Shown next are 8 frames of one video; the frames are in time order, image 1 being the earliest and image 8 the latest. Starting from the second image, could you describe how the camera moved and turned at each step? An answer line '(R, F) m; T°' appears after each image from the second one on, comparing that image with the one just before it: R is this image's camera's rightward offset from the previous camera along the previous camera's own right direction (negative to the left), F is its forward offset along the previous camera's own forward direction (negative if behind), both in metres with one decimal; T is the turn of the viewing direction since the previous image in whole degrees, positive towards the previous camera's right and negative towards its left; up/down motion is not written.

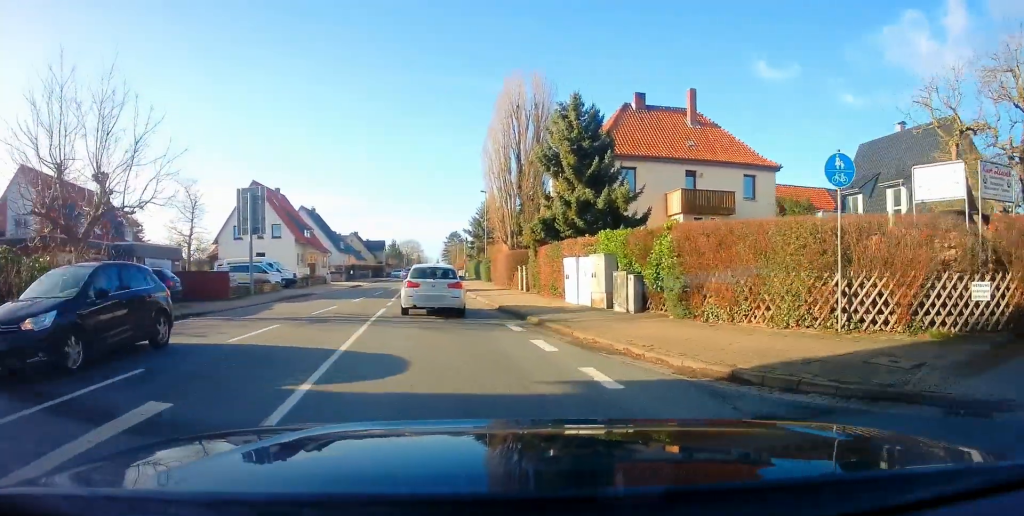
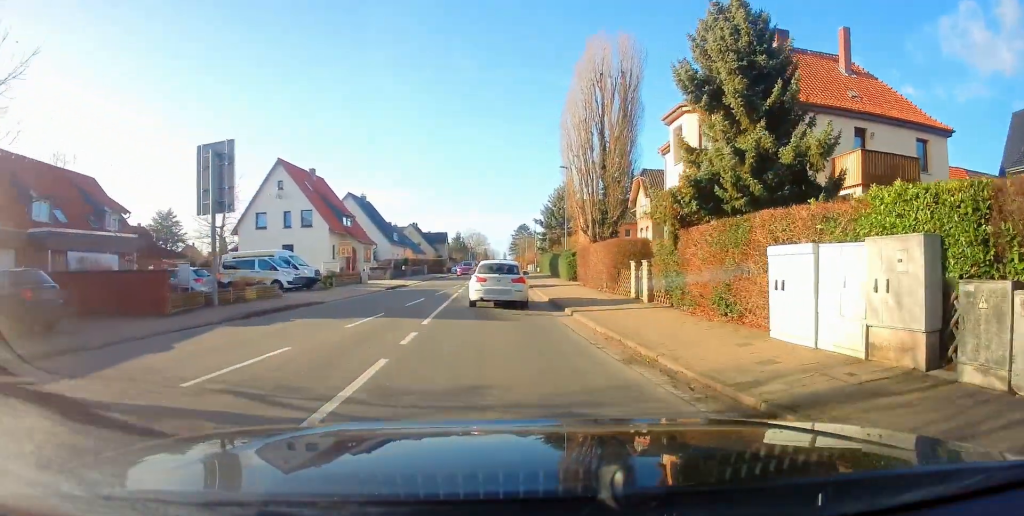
(-1.0, +10.5) m; -6°
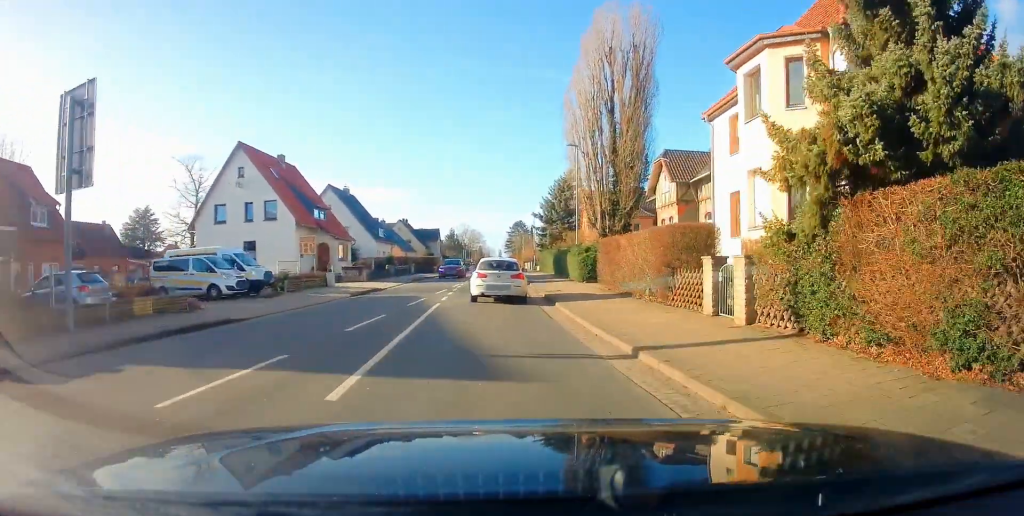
(-0.1, +7.1) m; -1°
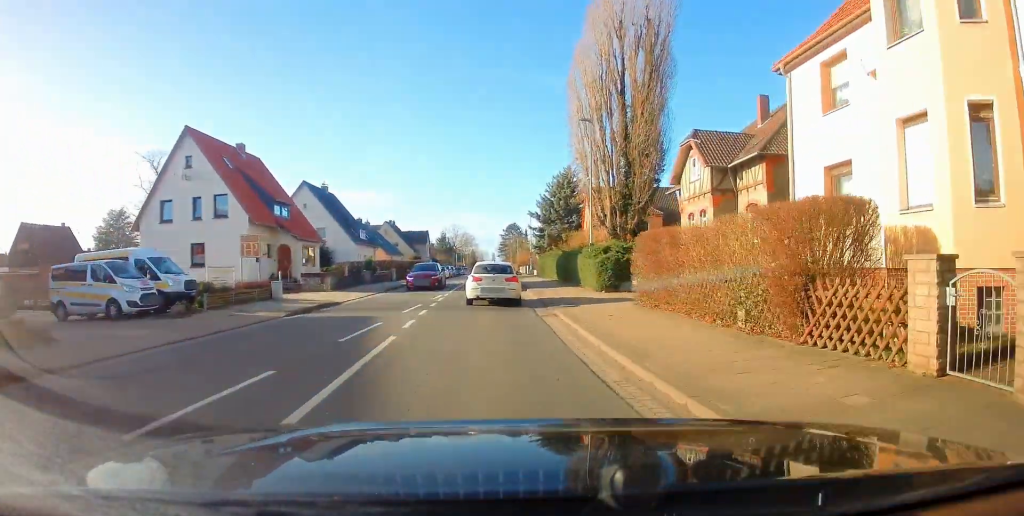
(-0.1, +6.9) m; 0°
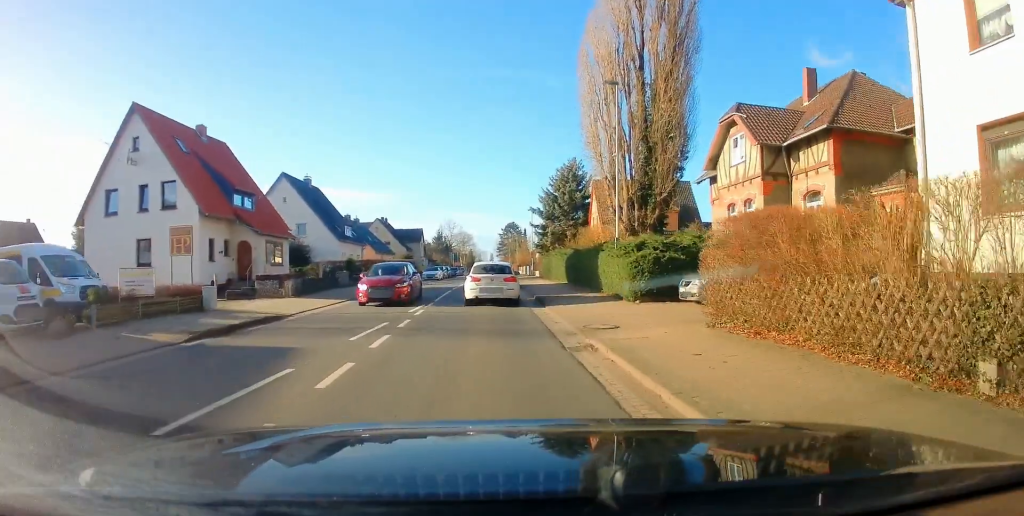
(0.0, +5.7) m; 0°
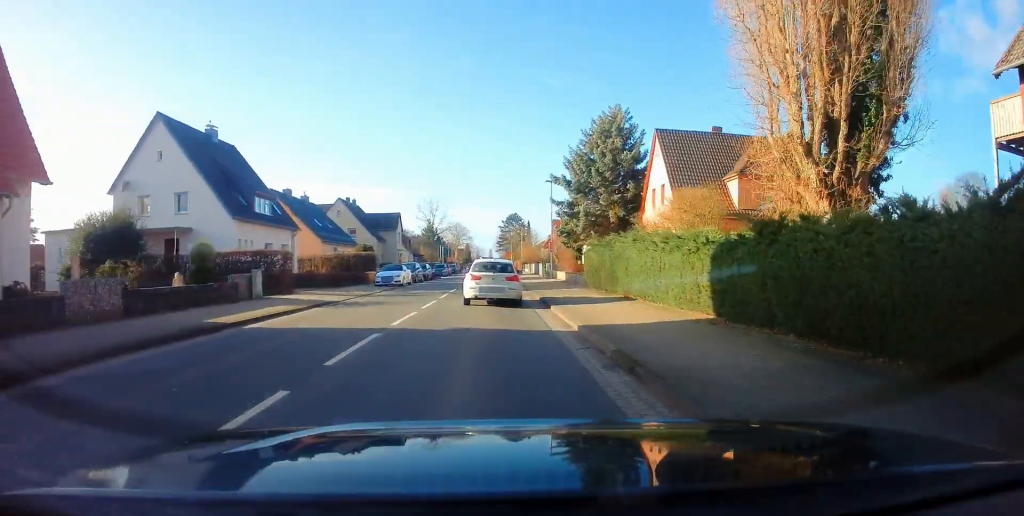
(+0.9, +22.7) m; 0°
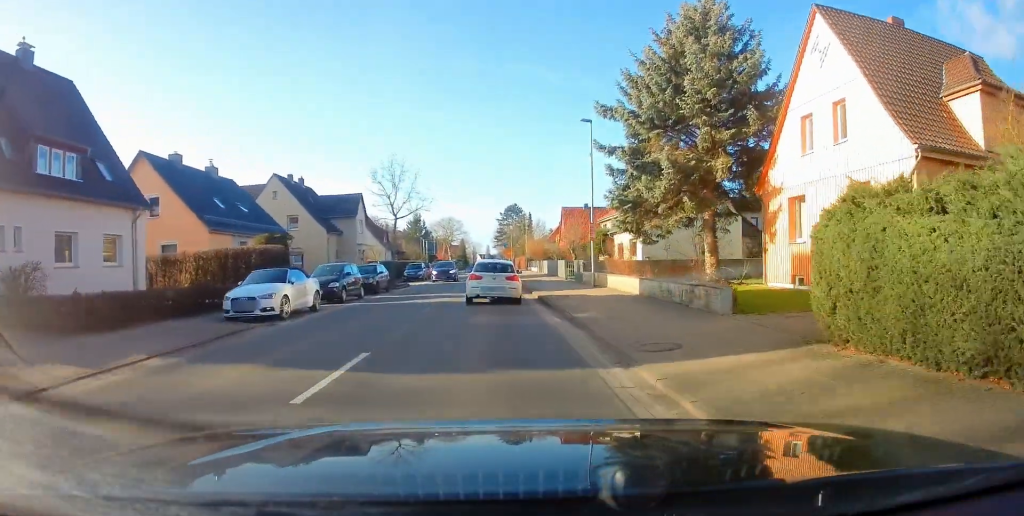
(-0.6, +20.0) m; +1°
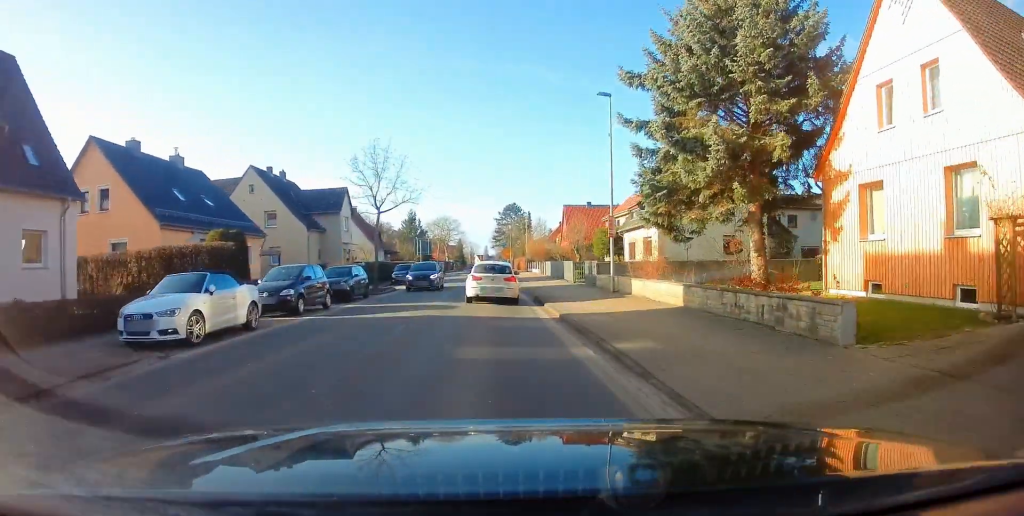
(0.0, +4.7) m; 0°
